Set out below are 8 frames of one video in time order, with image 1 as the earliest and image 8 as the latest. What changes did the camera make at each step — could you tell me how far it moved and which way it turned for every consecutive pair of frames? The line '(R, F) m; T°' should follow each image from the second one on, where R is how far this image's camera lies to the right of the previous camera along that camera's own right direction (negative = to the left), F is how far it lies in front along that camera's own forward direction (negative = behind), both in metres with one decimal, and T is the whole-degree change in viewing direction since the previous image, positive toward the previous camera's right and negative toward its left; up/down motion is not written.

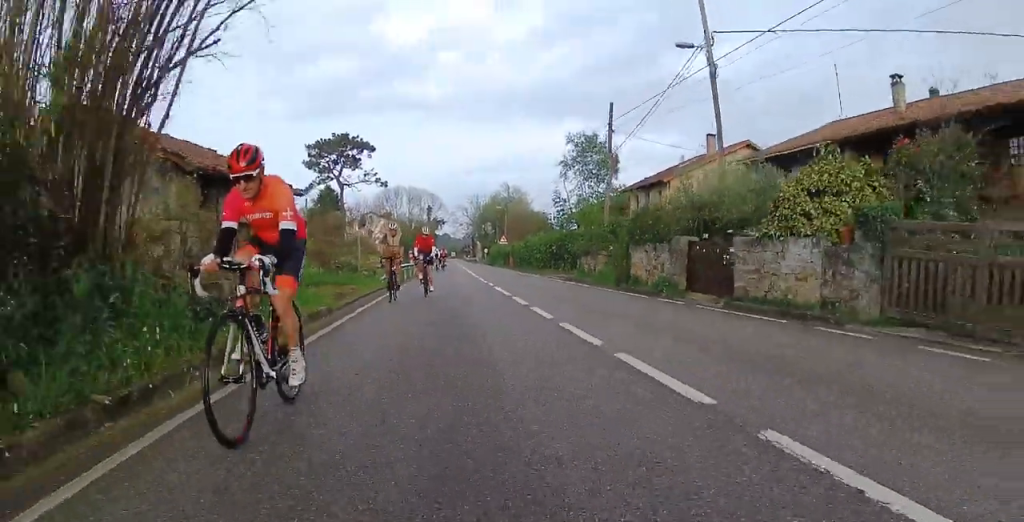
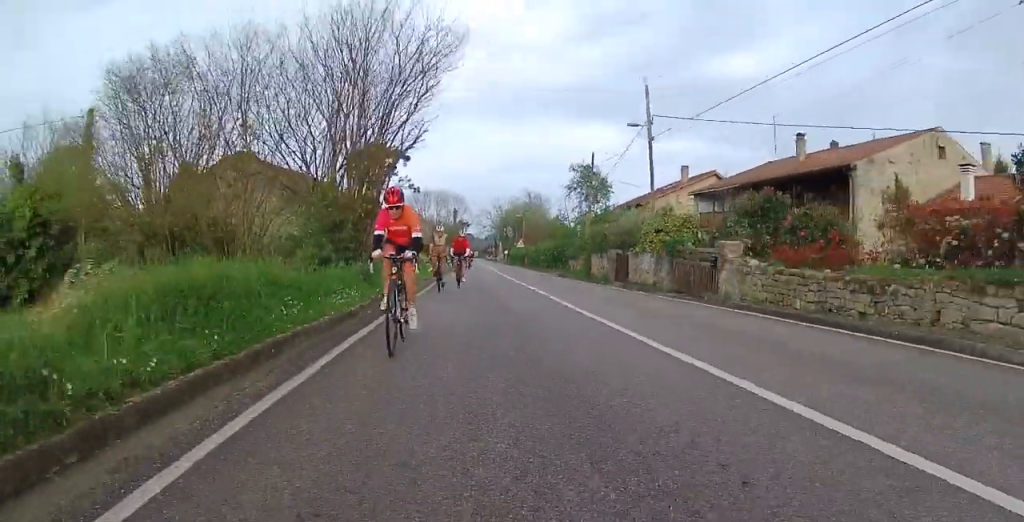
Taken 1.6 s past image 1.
(+0.1, +10.7) m; -1°
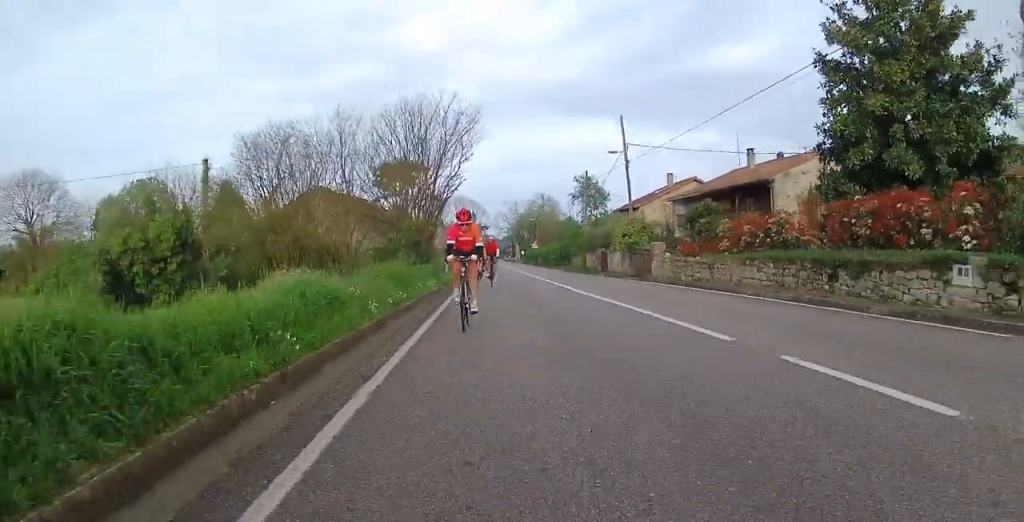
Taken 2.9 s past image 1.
(-0.2, +8.9) m; -1°
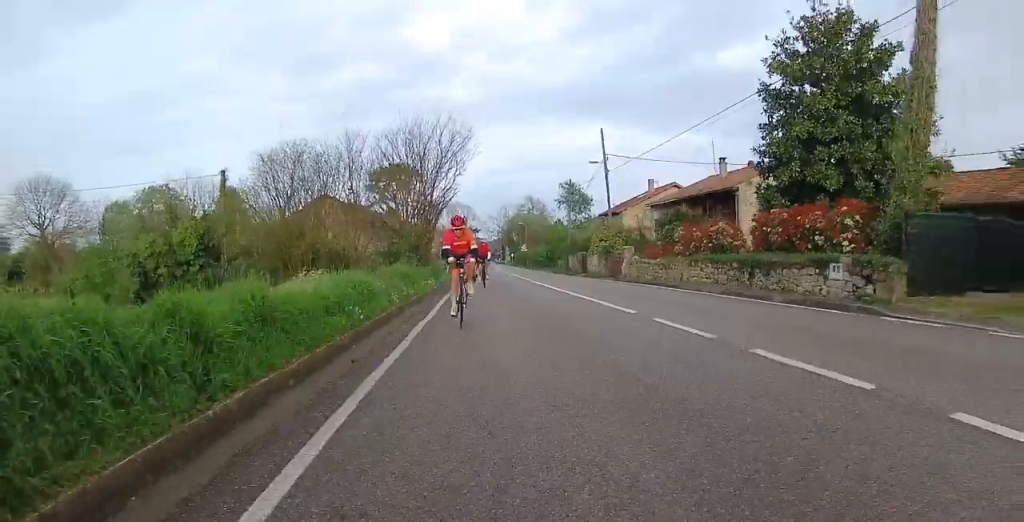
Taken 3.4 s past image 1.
(0.0, +3.3) m; 0°
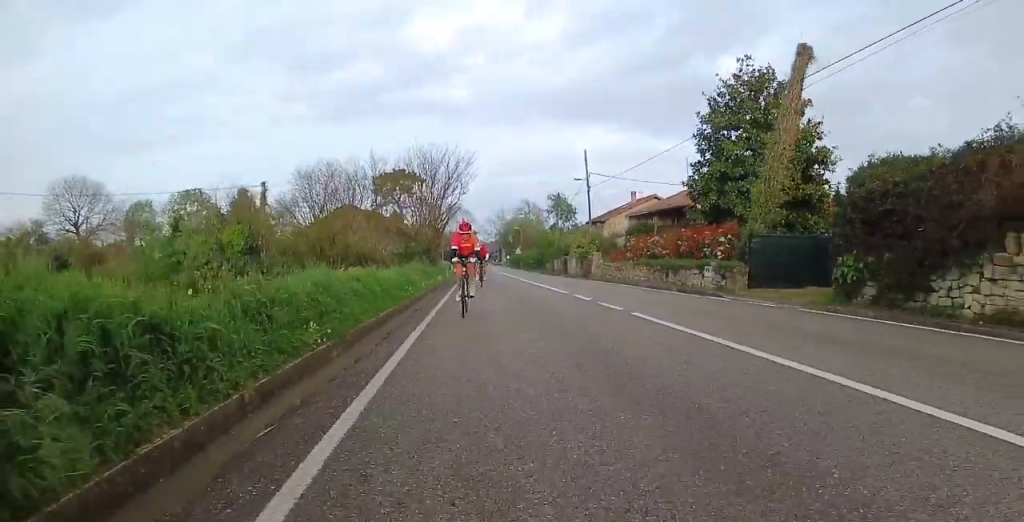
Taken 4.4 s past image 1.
(0.0, +6.6) m; 0°
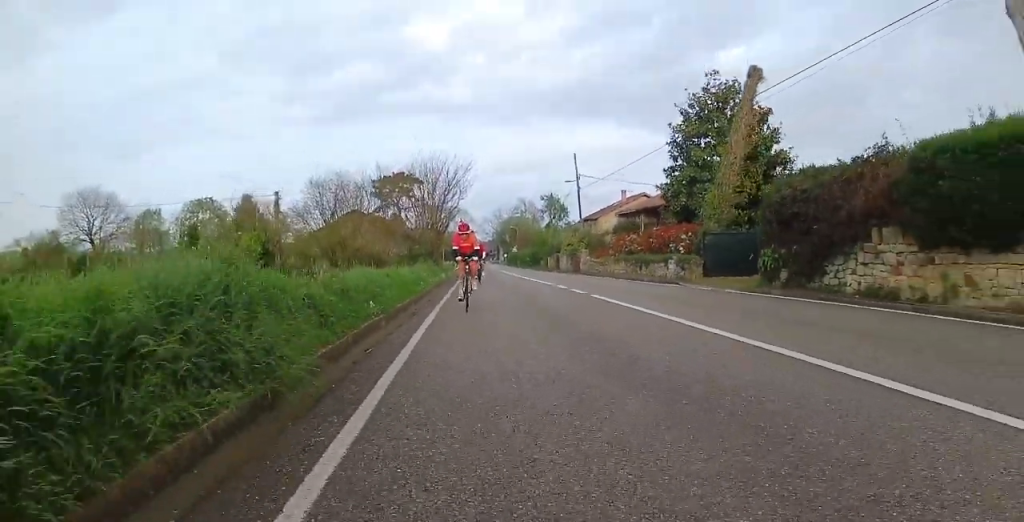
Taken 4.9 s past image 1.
(0.0, +3.2) m; -1°
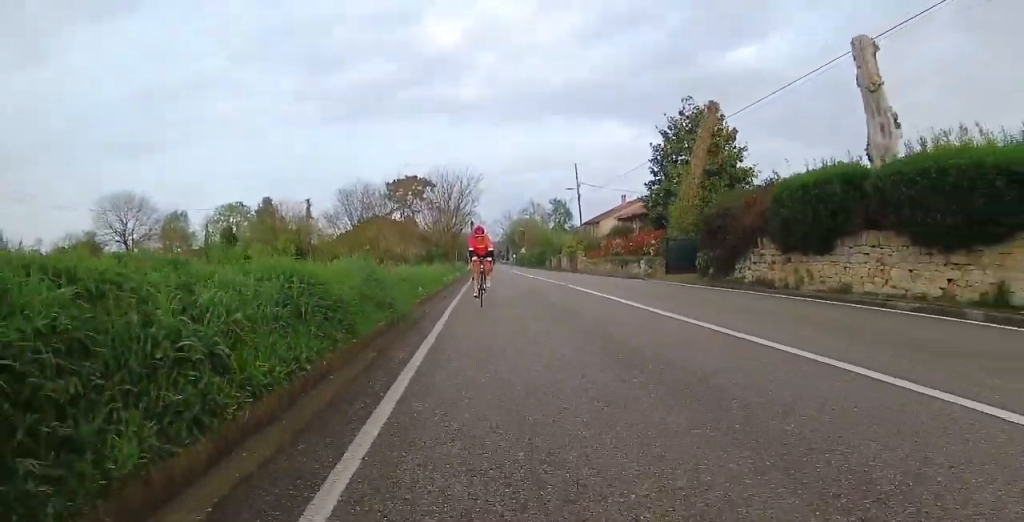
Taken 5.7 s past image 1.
(0.0, +5.2) m; -1°
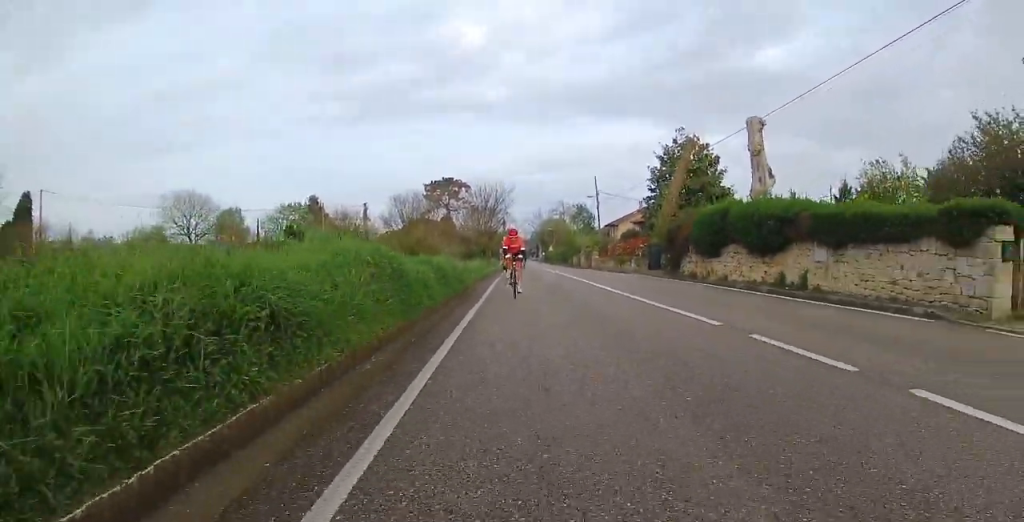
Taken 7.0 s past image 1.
(-0.2, +8.3) m; +1°
